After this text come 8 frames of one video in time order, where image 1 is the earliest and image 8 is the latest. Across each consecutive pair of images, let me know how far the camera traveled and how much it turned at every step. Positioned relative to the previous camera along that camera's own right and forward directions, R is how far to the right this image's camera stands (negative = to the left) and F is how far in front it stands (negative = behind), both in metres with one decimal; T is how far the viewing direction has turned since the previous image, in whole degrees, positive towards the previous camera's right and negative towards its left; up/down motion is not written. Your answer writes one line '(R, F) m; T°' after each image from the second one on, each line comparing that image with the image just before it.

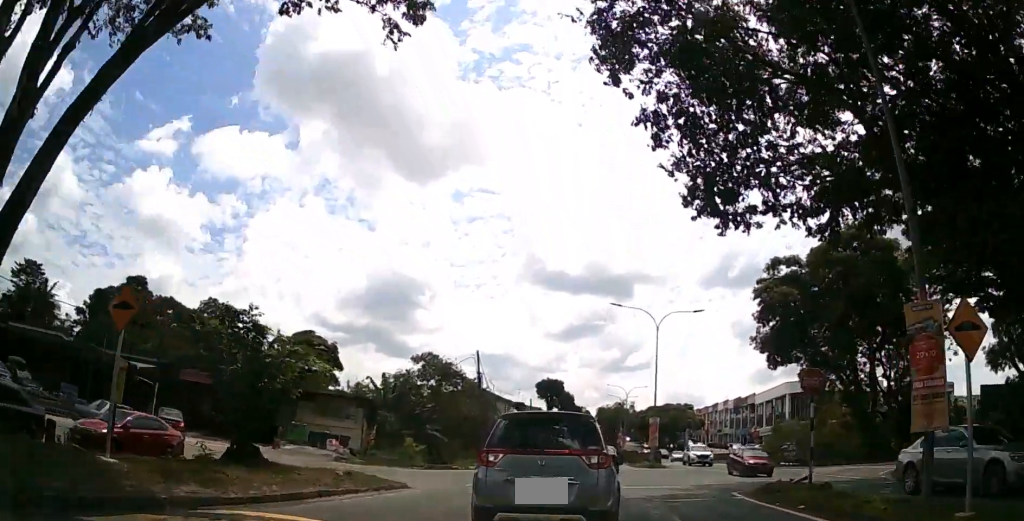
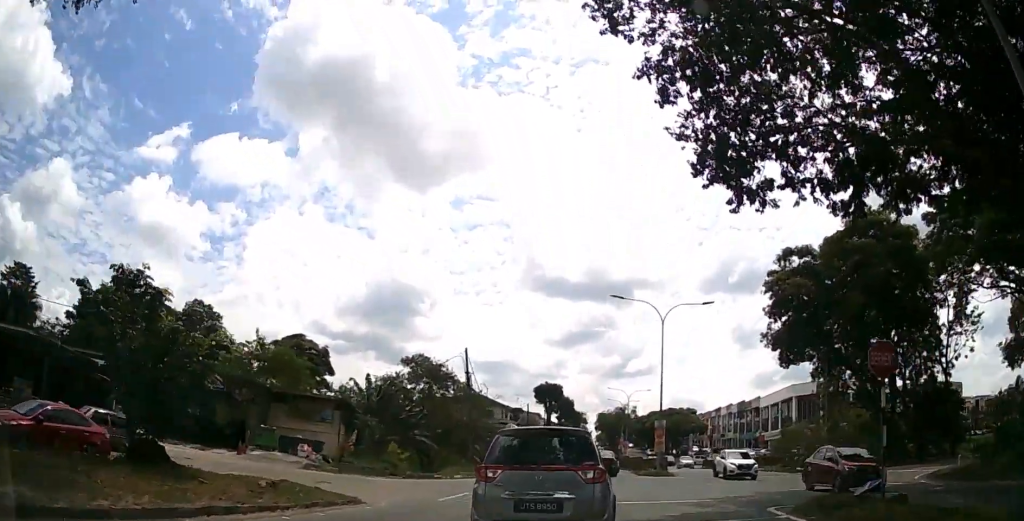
(0.0, +3.4) m; 0°
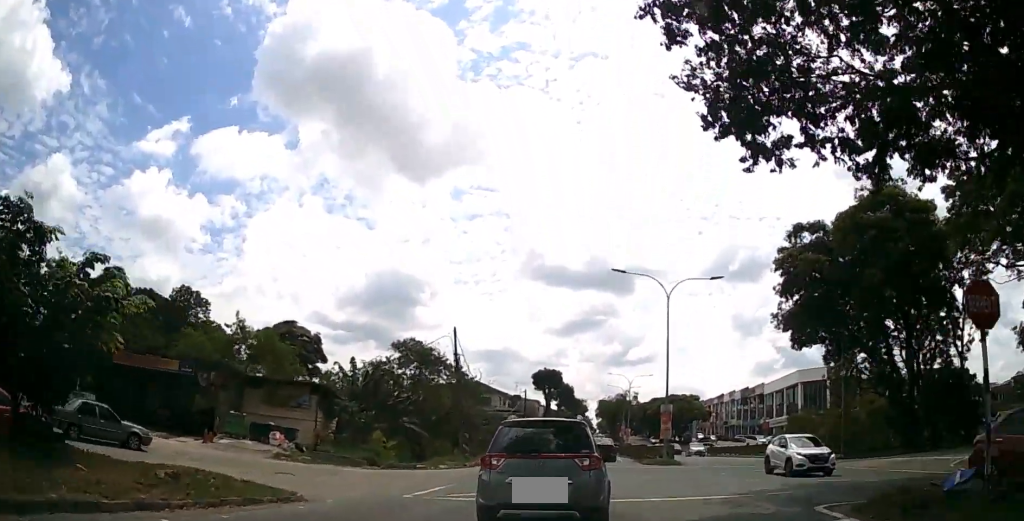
(0.0, +2.7) m; +1°
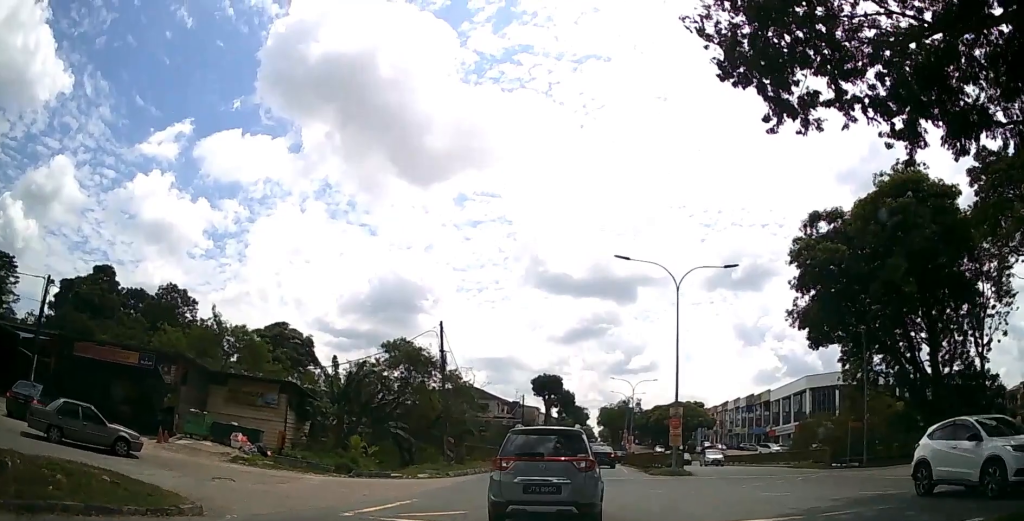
(0.0, +3.5) m; 0°
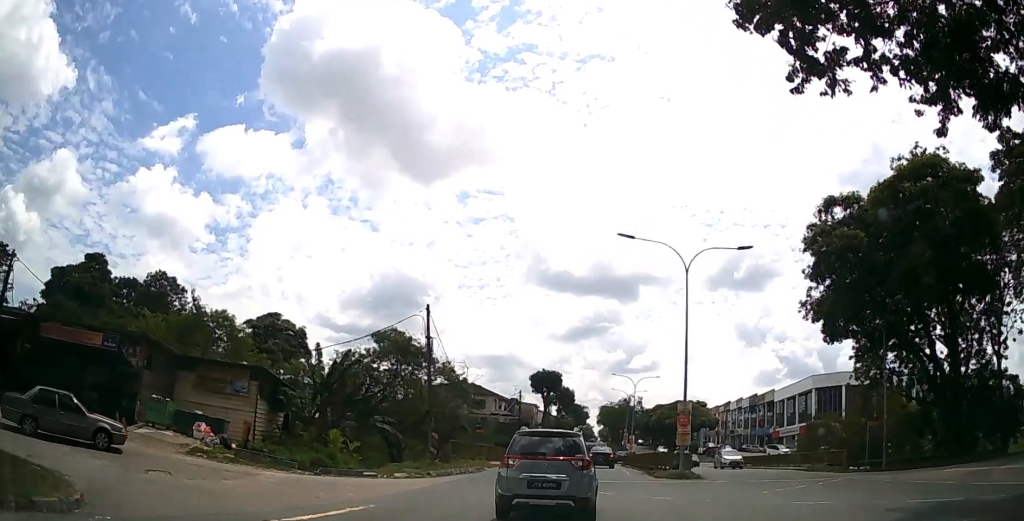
(+0.1, +2.5) m; 0°
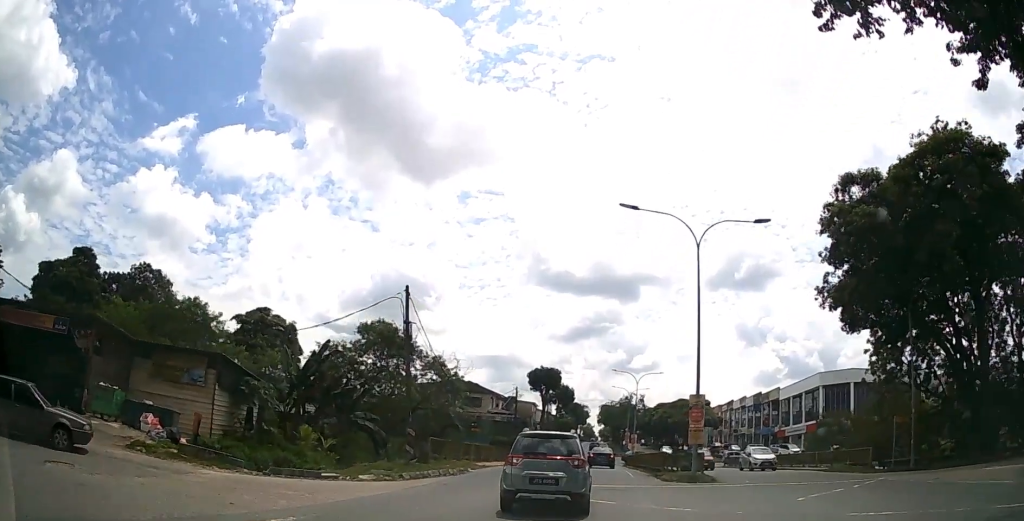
(0.0, +3.1) m; -1°
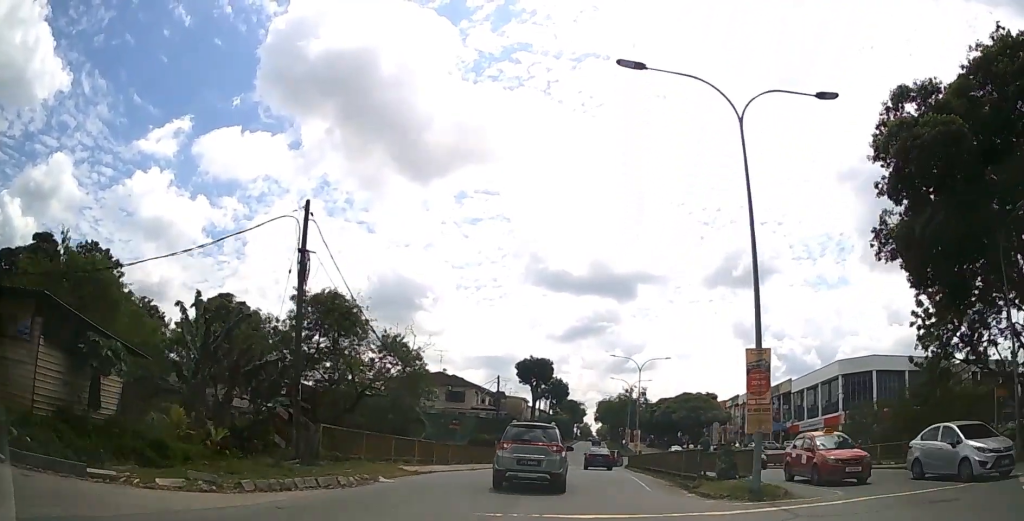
(-0.2, +9.2) m; -1°
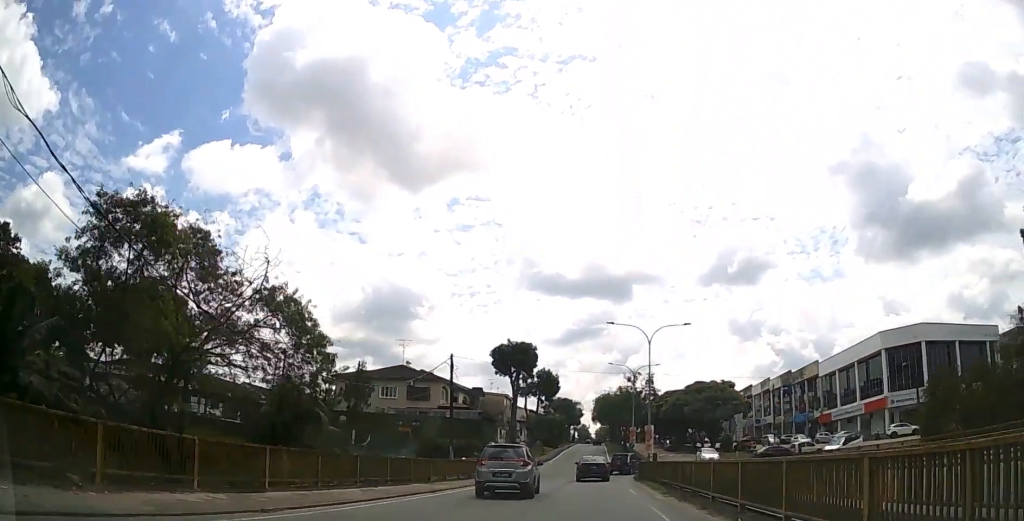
(0.0, +15.3) m; 0°
